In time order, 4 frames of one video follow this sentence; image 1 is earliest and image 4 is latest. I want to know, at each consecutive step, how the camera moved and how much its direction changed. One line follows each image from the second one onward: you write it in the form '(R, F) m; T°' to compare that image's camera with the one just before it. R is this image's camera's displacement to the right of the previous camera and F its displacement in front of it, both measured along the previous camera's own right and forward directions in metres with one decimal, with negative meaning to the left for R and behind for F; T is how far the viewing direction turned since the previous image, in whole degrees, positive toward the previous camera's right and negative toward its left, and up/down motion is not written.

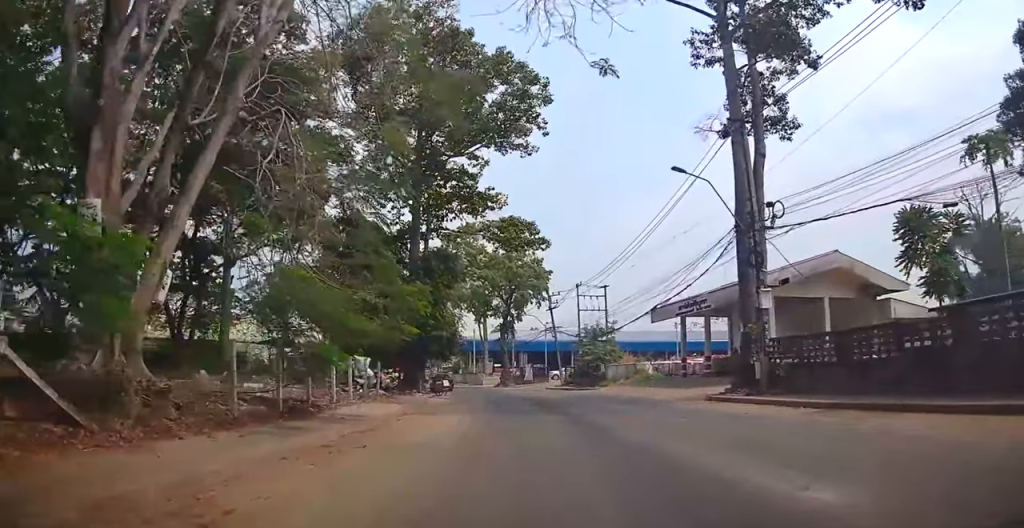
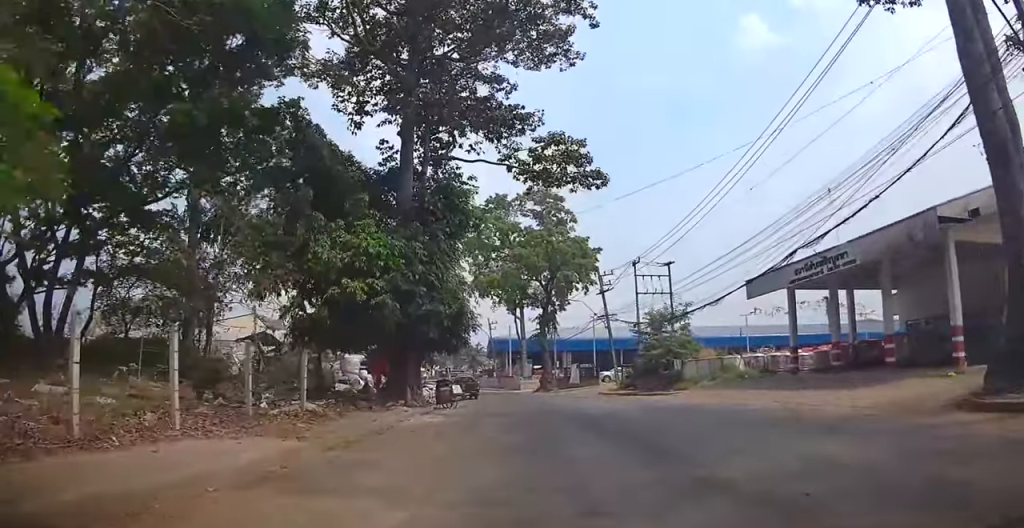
(+0.2, +8.4) m; -5°
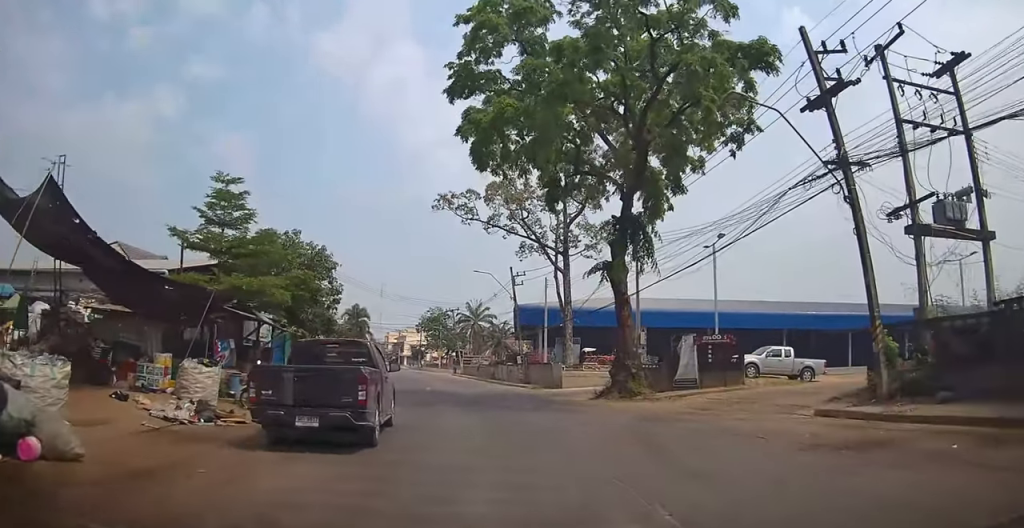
(-4.0, +32.0) m; -11°
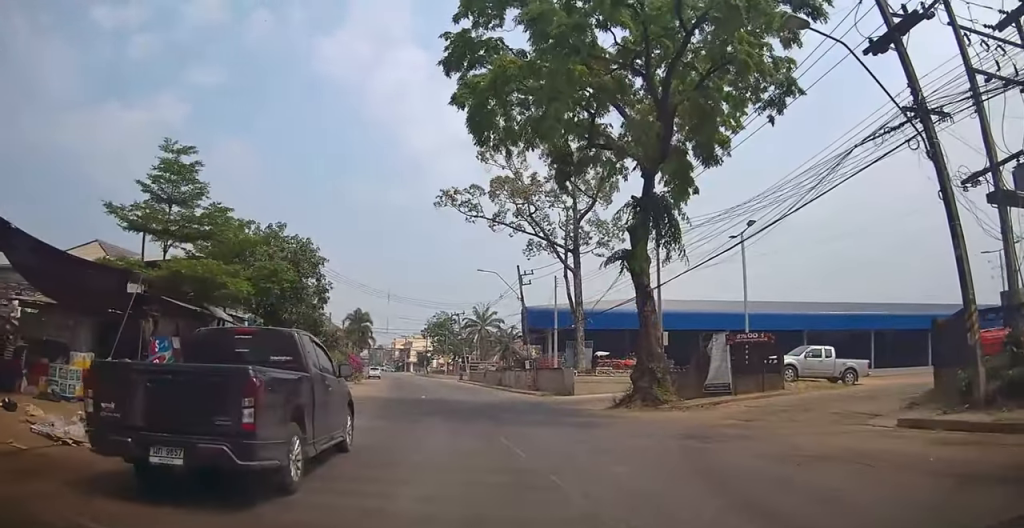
(+0.4, +3.6) m; 0°
